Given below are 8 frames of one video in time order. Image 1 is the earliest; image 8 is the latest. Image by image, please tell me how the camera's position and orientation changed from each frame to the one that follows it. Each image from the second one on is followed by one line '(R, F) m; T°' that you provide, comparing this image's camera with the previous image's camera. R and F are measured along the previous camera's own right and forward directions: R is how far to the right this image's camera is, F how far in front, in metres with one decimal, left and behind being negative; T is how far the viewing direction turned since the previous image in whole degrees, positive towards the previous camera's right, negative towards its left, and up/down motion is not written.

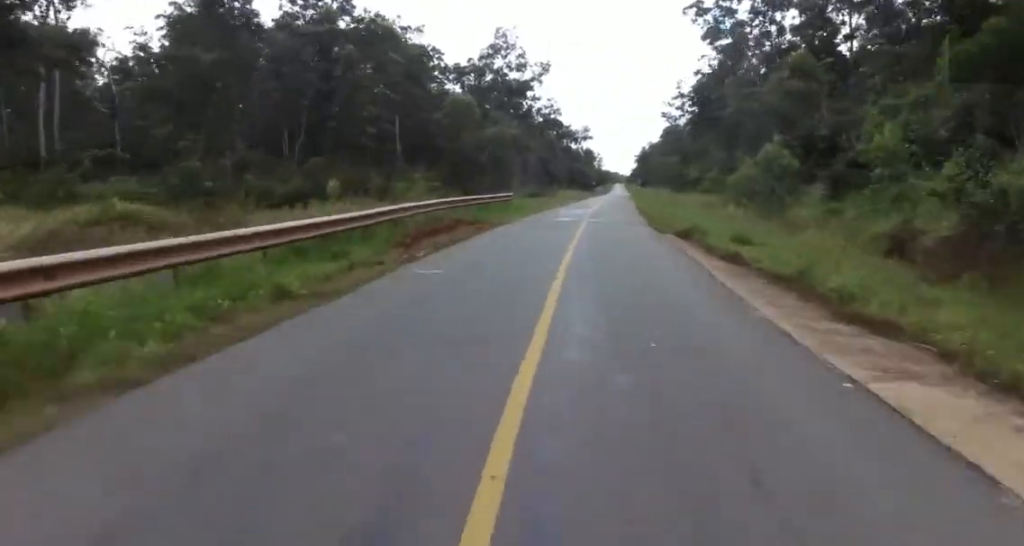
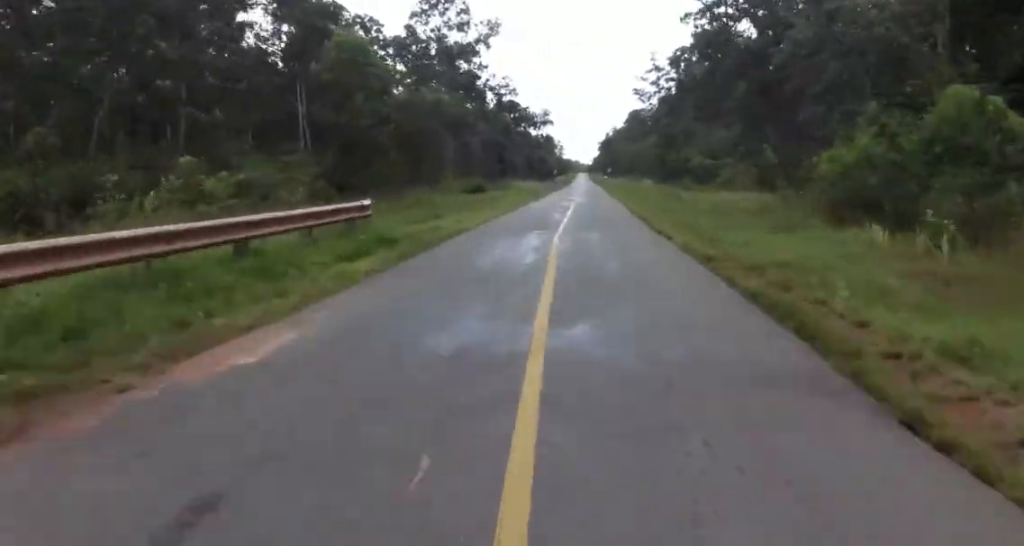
(+0.3, +19.7) m; 0°
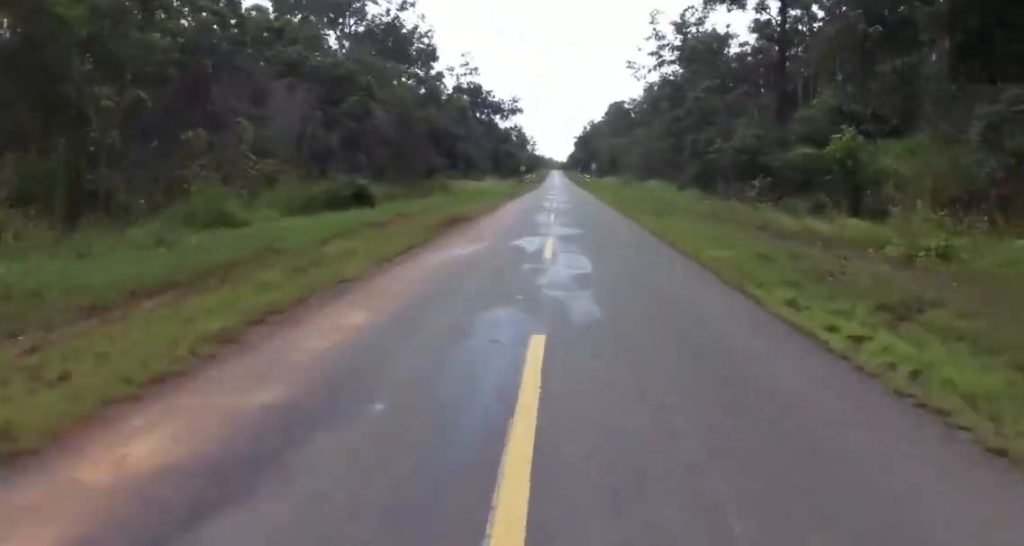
(-0.1, +28.6) m; +2°
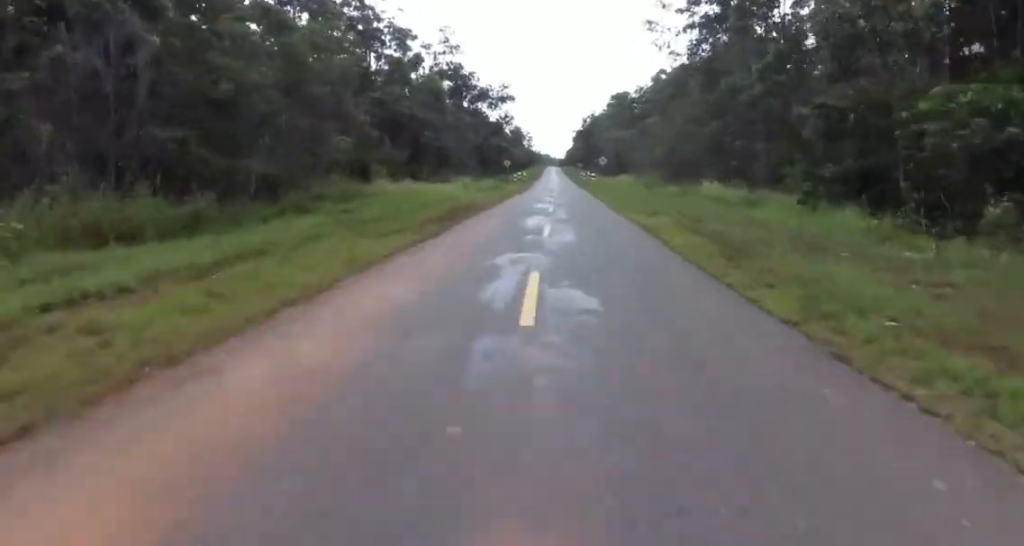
(+0.4, +22.9) m; -1°
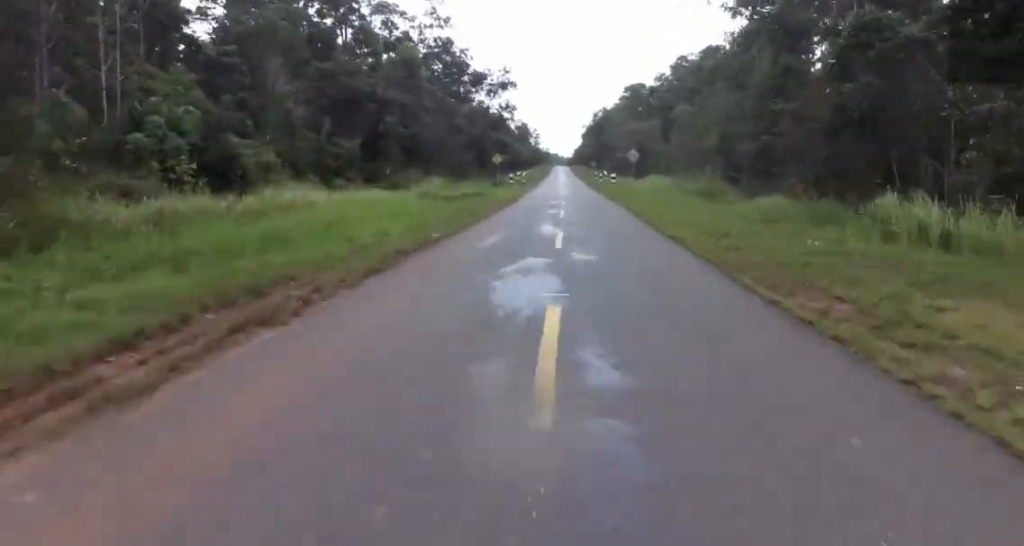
(-0.4, +17.7) m; -1°
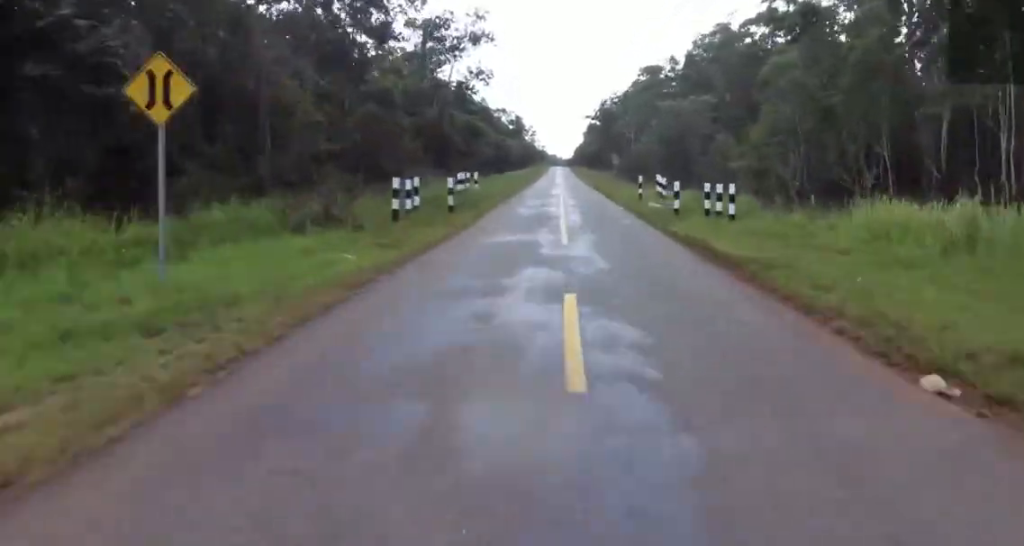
(+0.3, +42.1) m; -1°
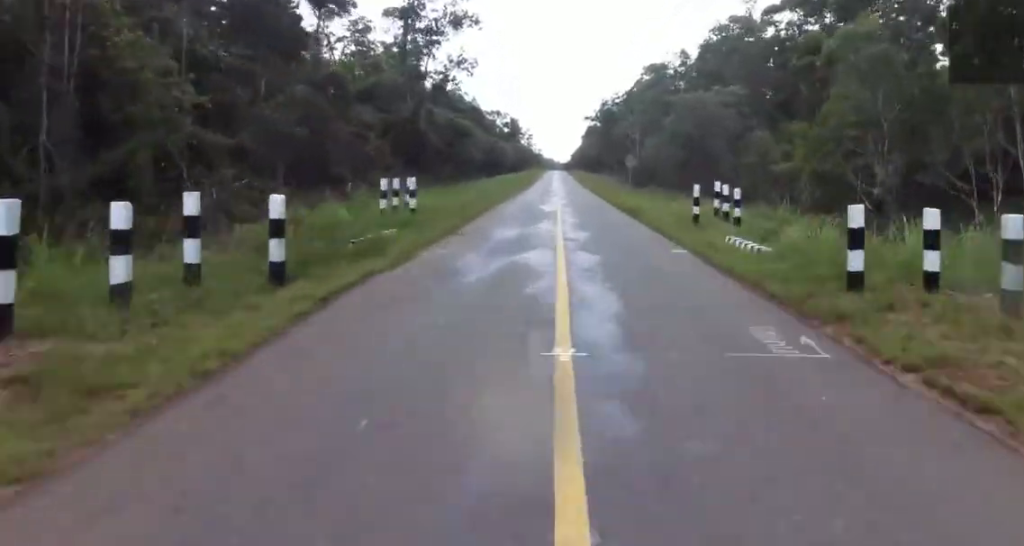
(-0.8, +13.7) m; 0°
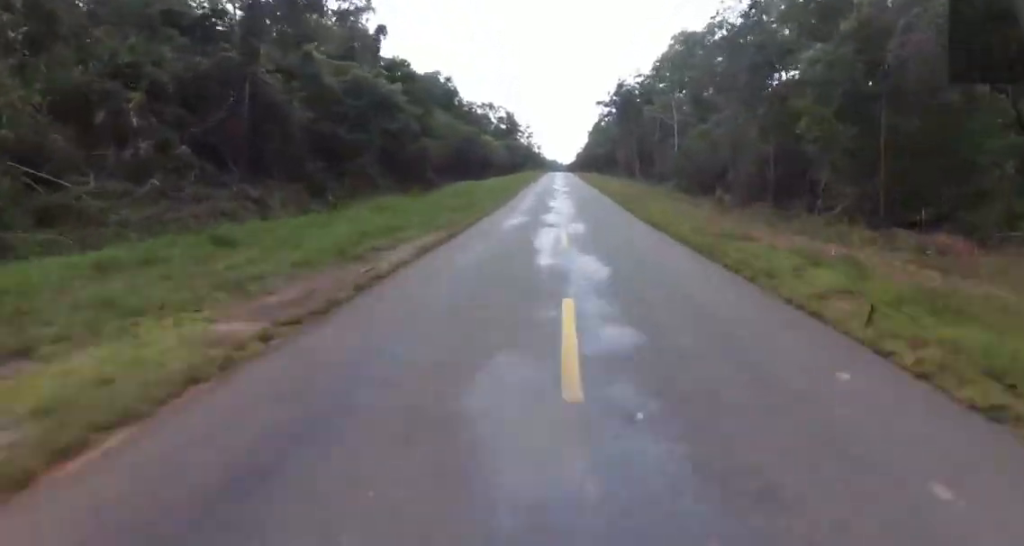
(+0.8, +37.7) m; 0°
